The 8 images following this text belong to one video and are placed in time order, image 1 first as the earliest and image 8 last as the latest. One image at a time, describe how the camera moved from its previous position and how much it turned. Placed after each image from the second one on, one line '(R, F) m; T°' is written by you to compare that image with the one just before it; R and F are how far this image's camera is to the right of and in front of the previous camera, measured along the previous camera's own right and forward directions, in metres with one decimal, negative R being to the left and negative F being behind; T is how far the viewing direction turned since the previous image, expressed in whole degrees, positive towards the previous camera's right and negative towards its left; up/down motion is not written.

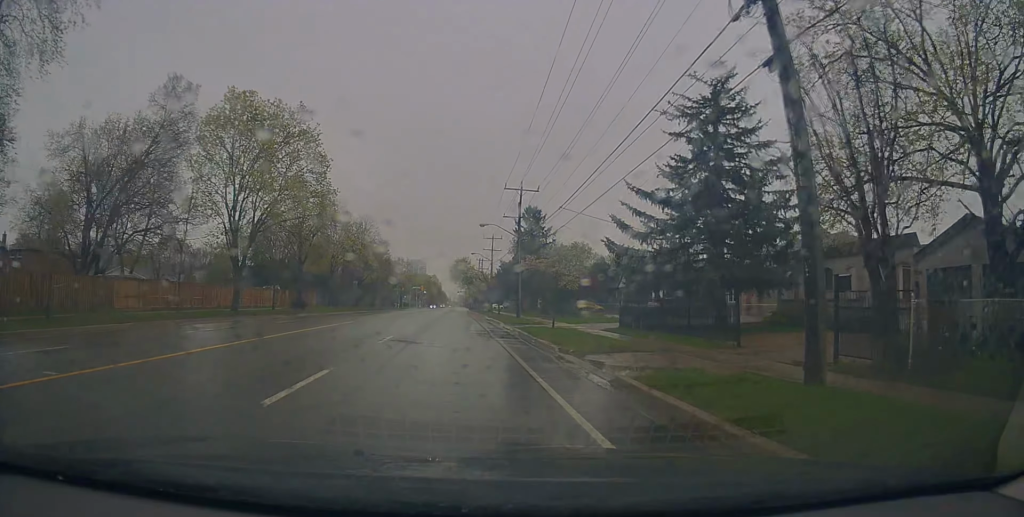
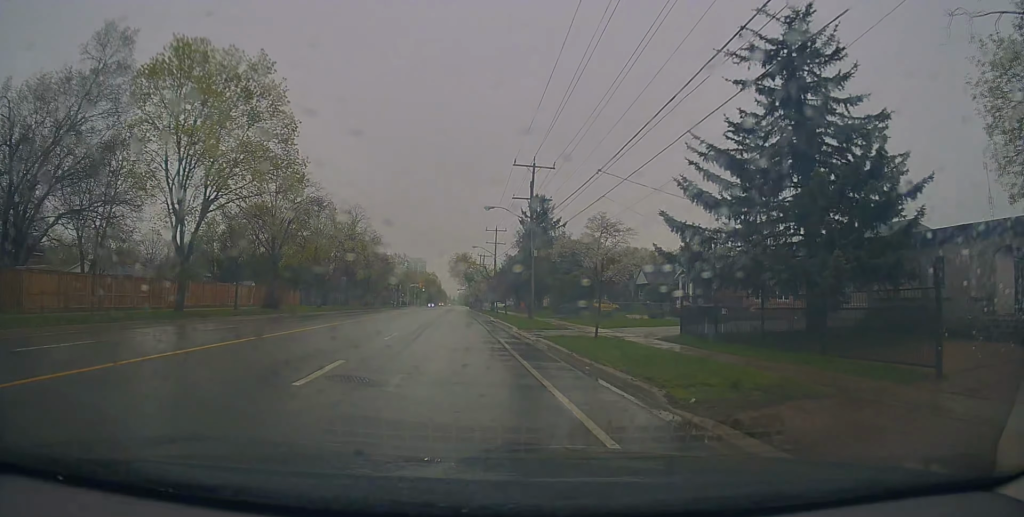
(-0.4, +7.9) m; -1°
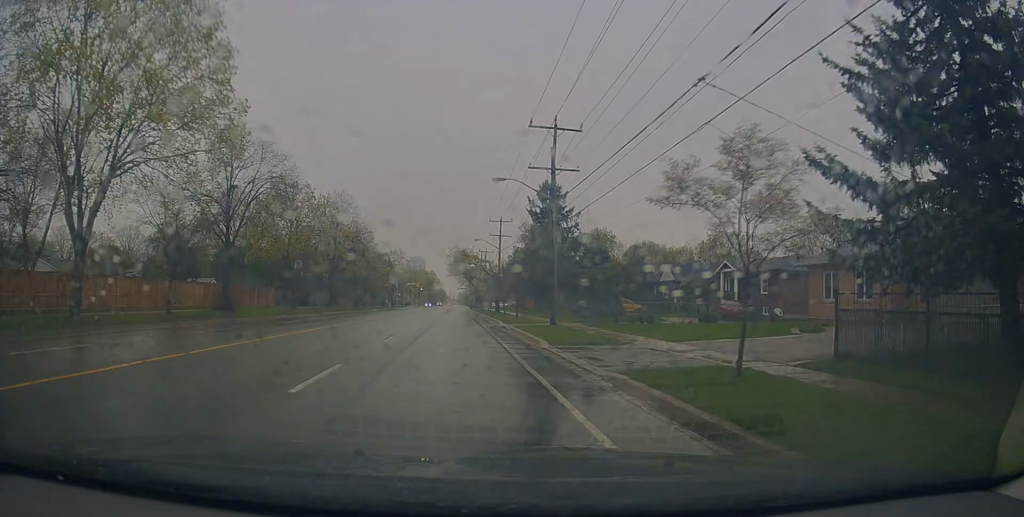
(+0.1, +9.0) m; +1°
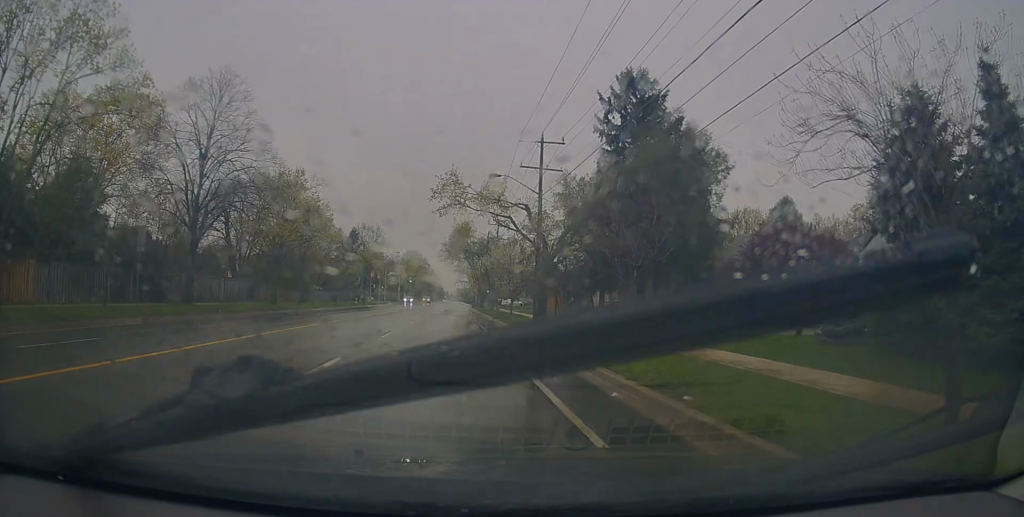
(-0.5, +35.7) m; 0°
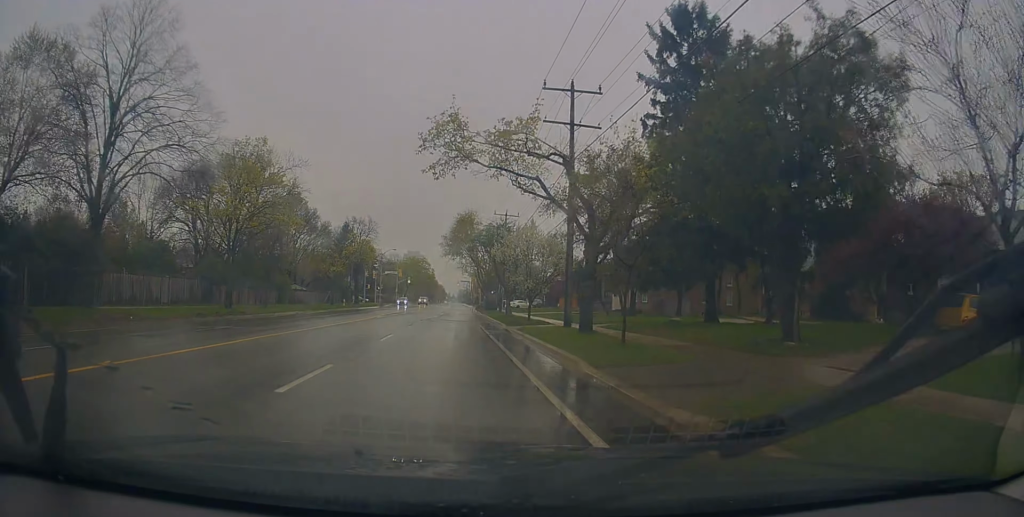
(+0.6, +10.0) m; +1°
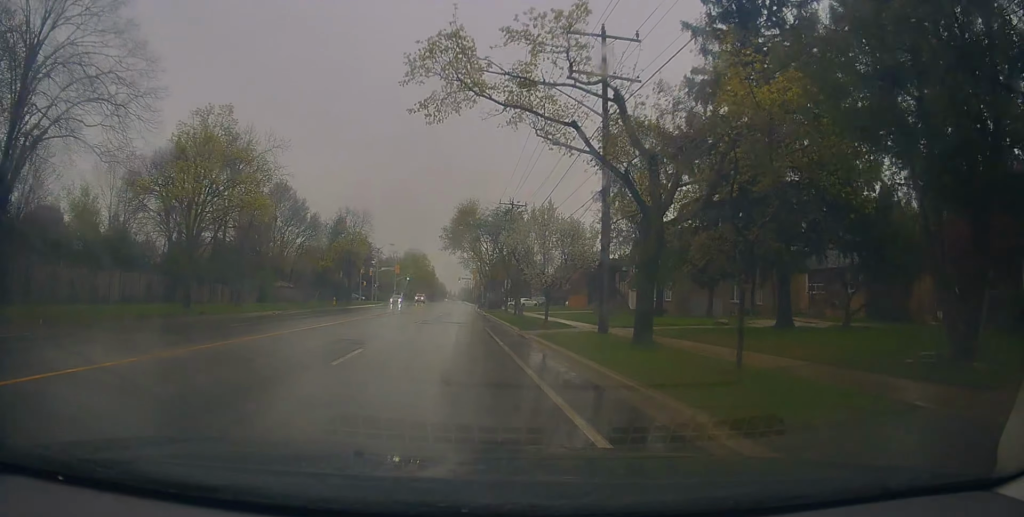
(-0.1, +5.9) m; -1°
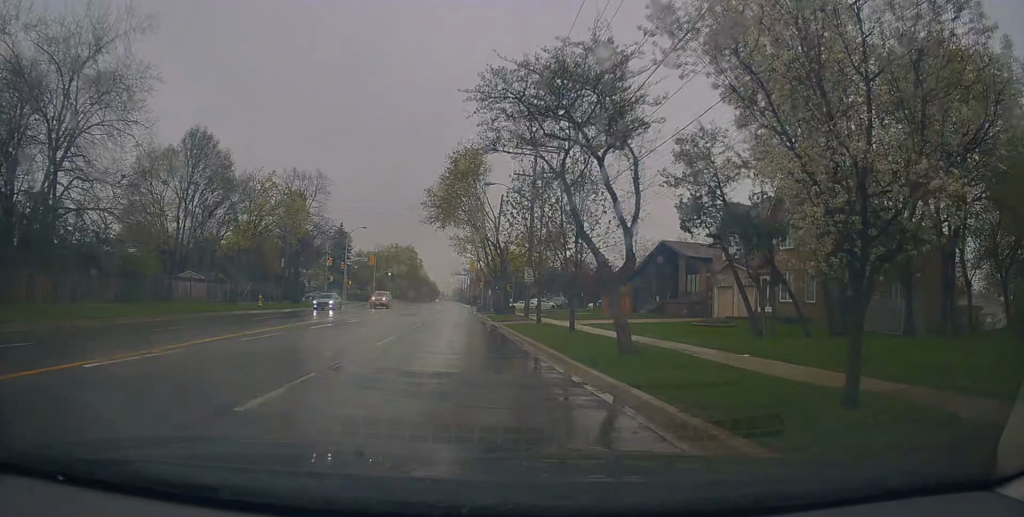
(-0.5, +22.8) m; 0°
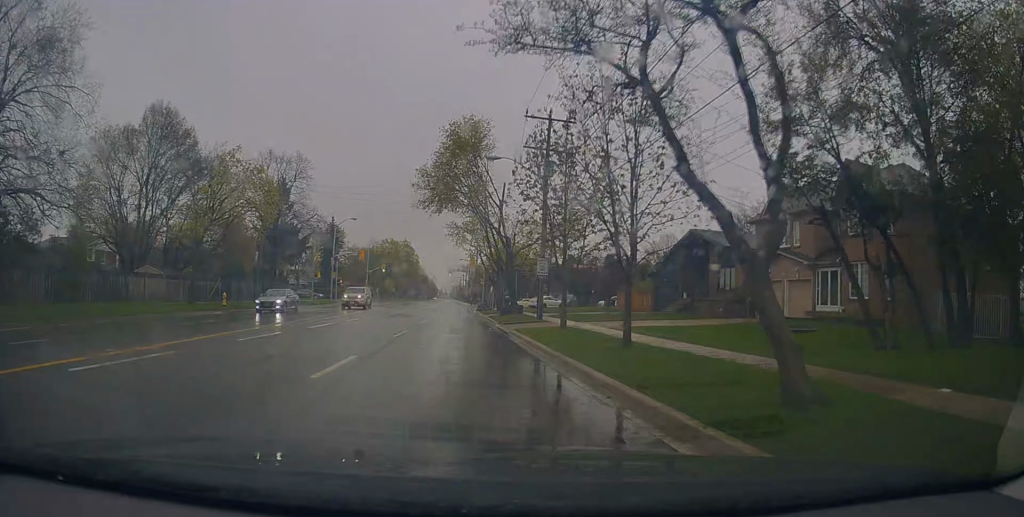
(+0.2, +6.2) m; 0°
